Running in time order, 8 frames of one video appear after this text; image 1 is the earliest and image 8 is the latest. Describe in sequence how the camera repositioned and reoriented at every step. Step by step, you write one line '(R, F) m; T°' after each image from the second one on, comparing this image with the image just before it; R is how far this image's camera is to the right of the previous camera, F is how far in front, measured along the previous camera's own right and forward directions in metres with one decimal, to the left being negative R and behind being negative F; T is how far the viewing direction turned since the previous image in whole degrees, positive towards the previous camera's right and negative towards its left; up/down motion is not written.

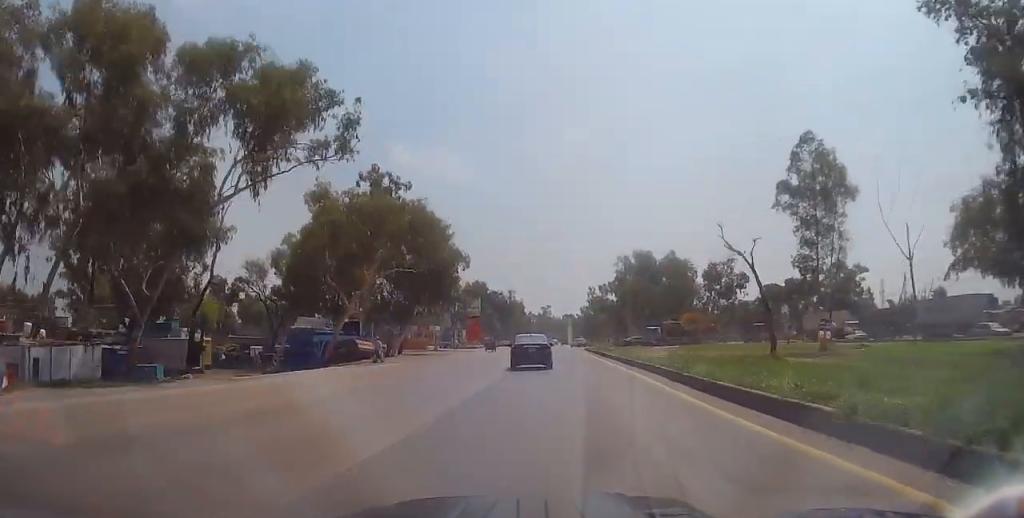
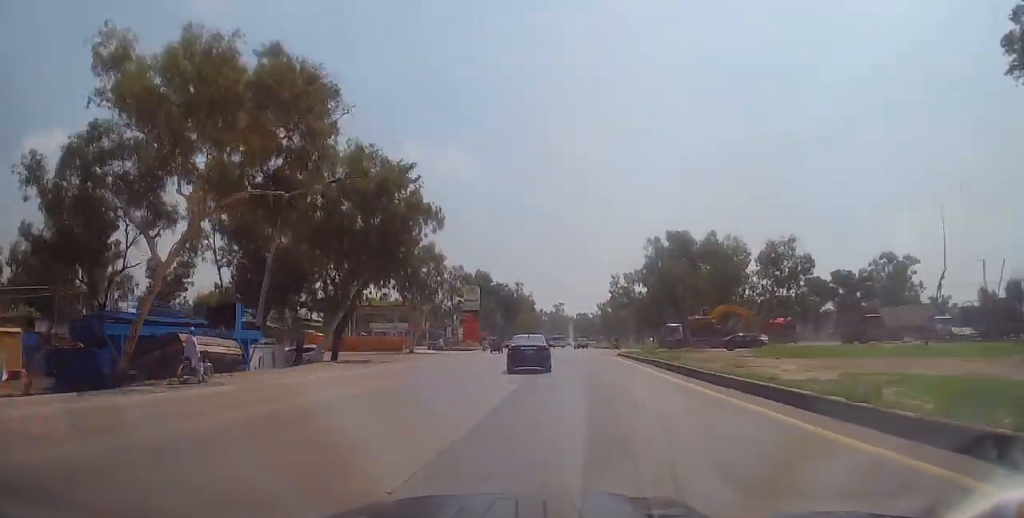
(0.0, +22.6) m; -1°
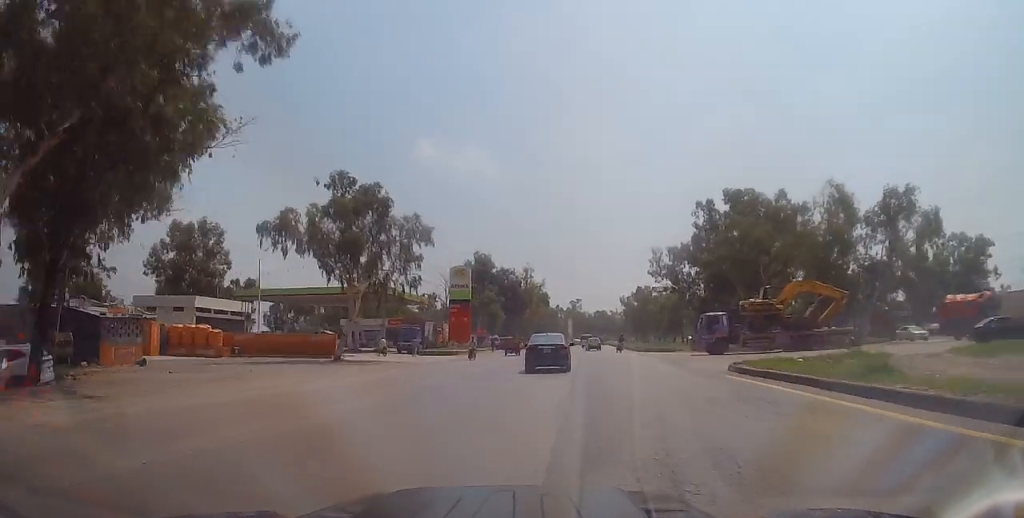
(-0.2, +27.3) m; 0°
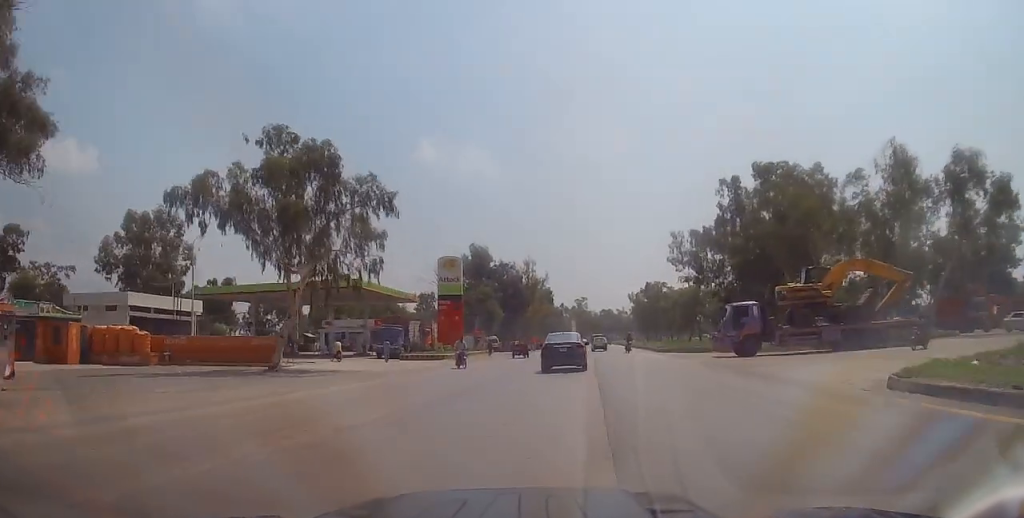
(+0.1, +10.2) m; 0°
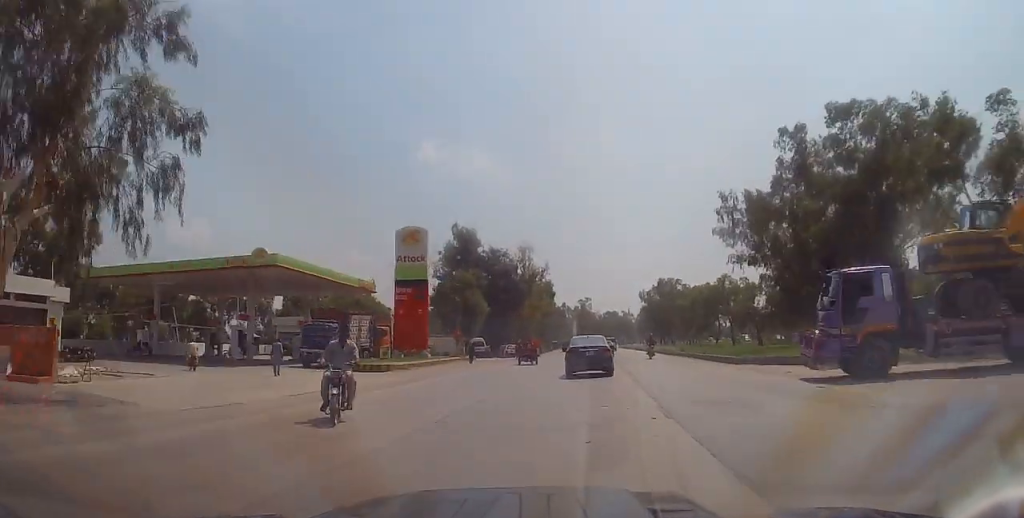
(0.0, +18.0) m; 0°
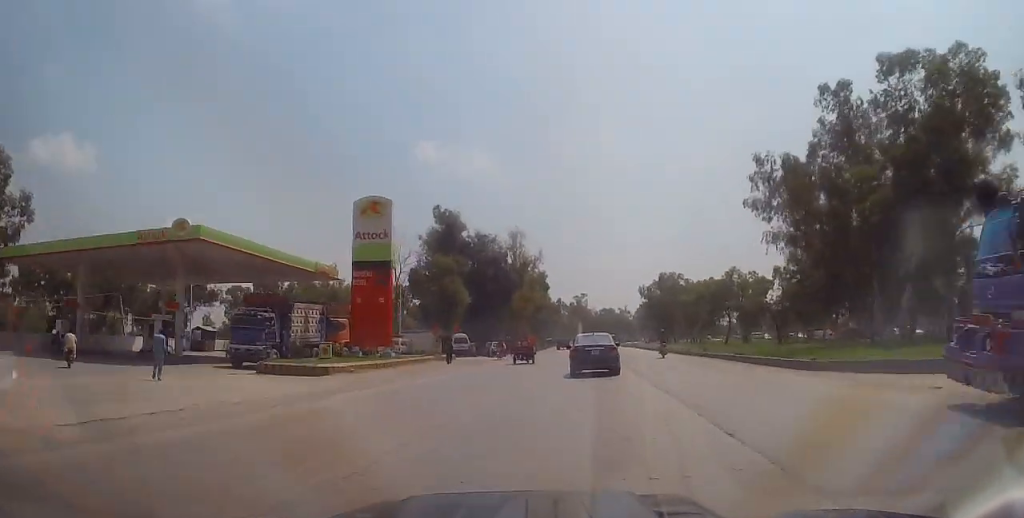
(0.0, +8.9) m; 0°
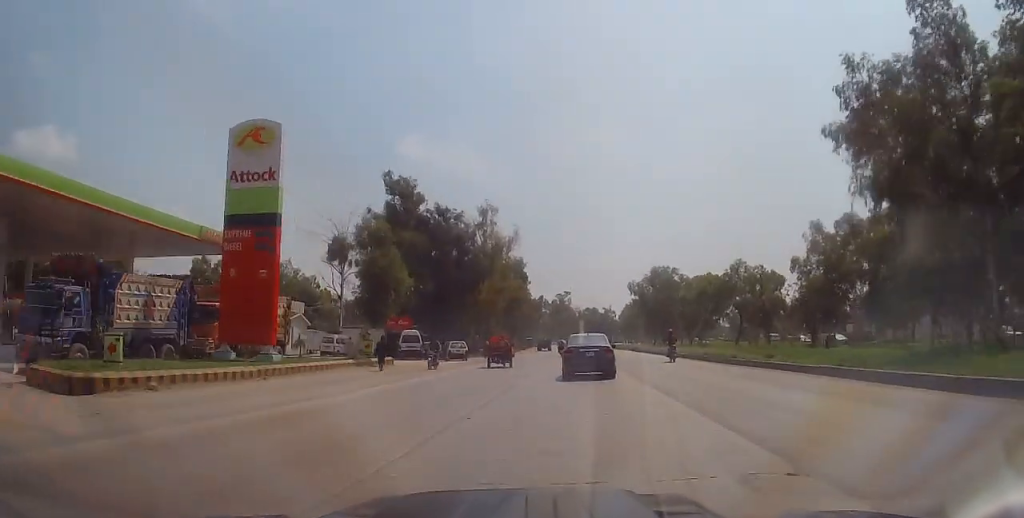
(0.0, +13.7) m; 0°
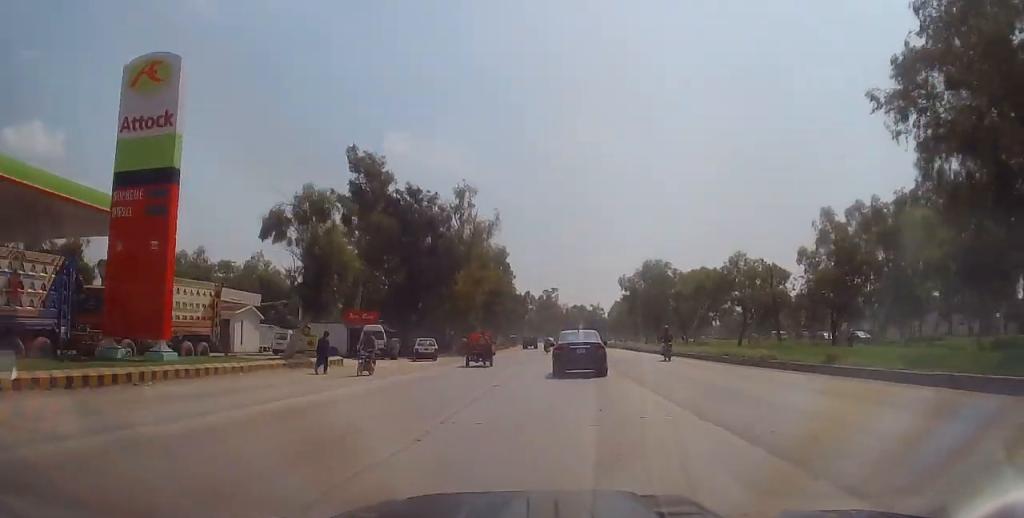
(0.0, +6.4) m; 0°
